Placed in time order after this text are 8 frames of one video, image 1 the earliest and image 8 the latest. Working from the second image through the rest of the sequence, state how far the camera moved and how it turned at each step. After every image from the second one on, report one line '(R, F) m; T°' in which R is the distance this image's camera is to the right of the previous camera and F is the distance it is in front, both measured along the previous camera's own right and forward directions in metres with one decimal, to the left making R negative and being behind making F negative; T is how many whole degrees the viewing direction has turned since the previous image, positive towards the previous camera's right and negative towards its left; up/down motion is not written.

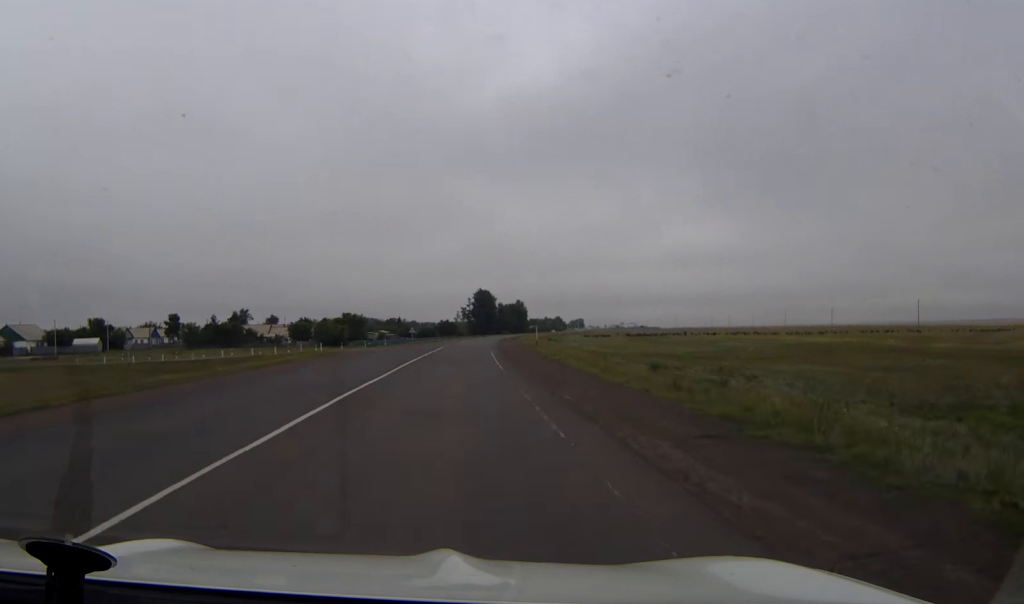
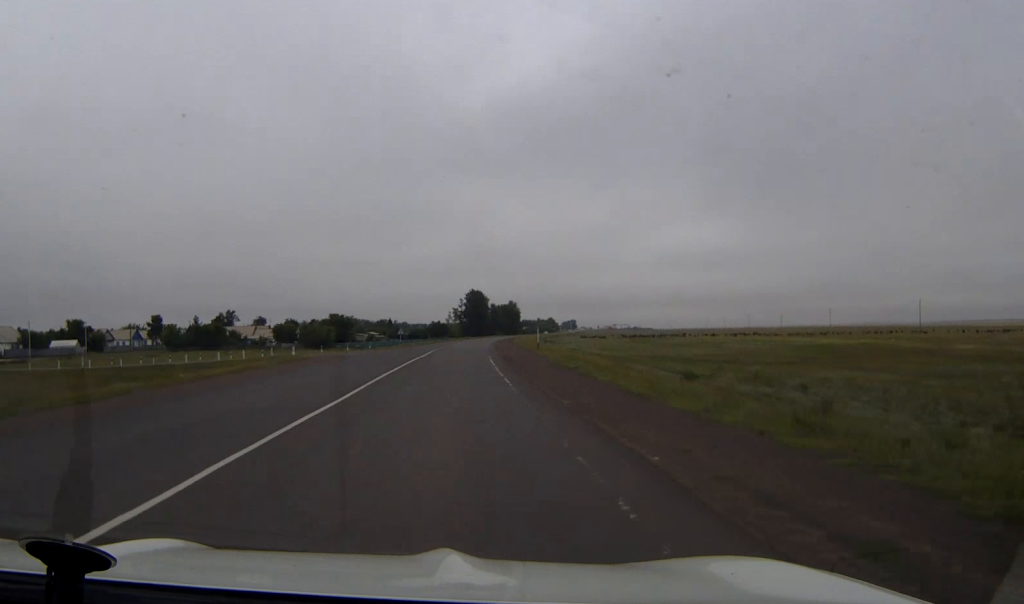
(0.0, +8.8) m; 0°
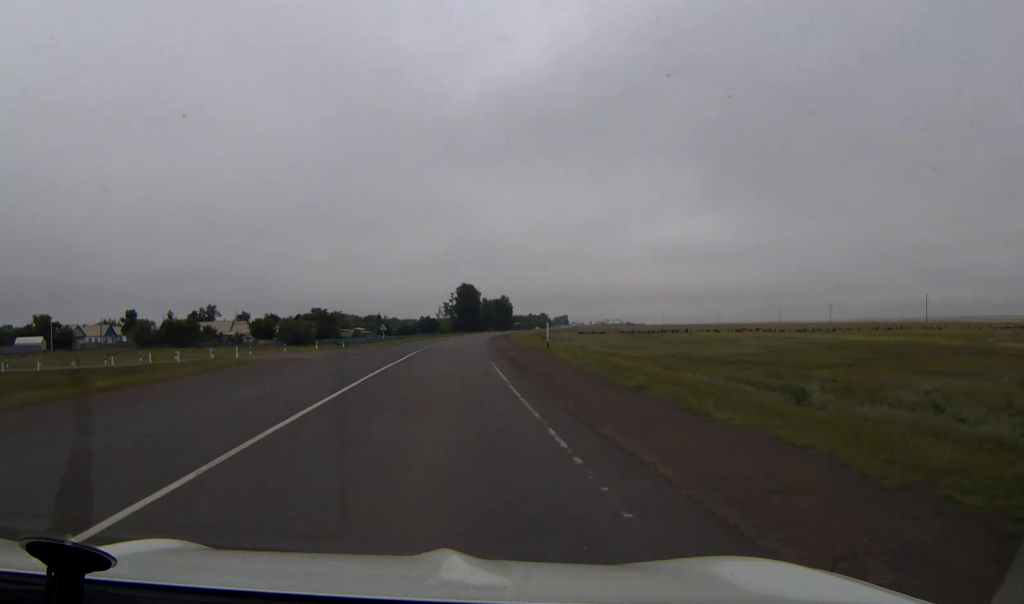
(0.0, +14.0) m; 0°
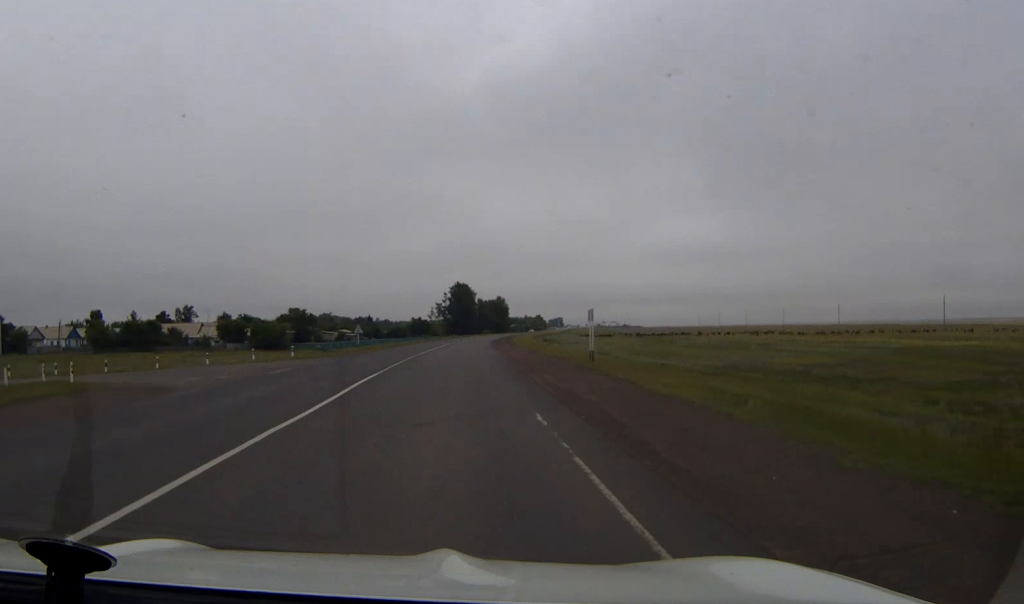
(+0.1, +21.5) m; +1°
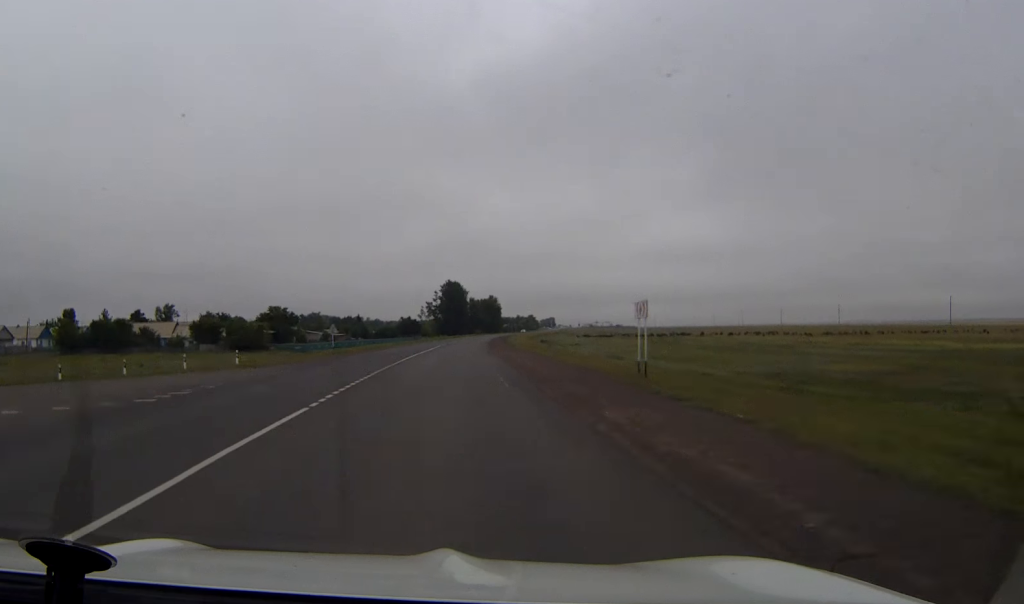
(+0.1, +12.4) m; 0°
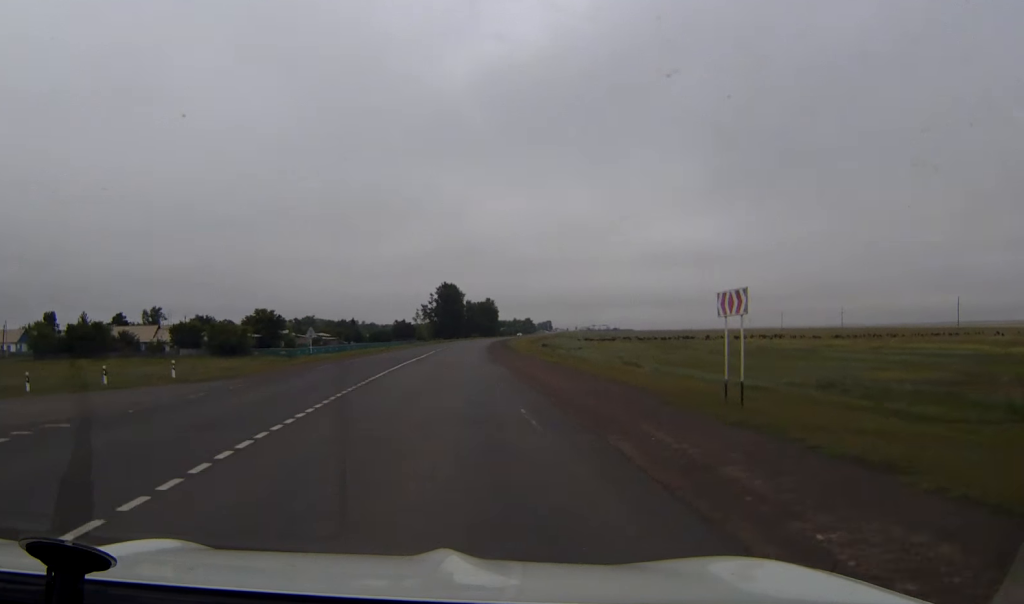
(0.0, +9.1) m; 0°
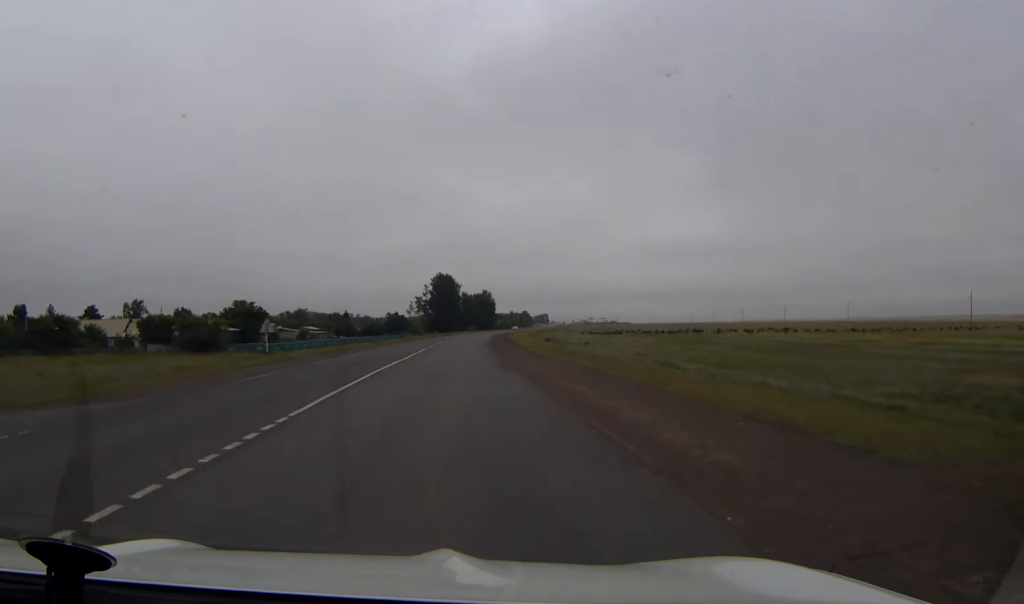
(0.0, +13.9) m; 0°
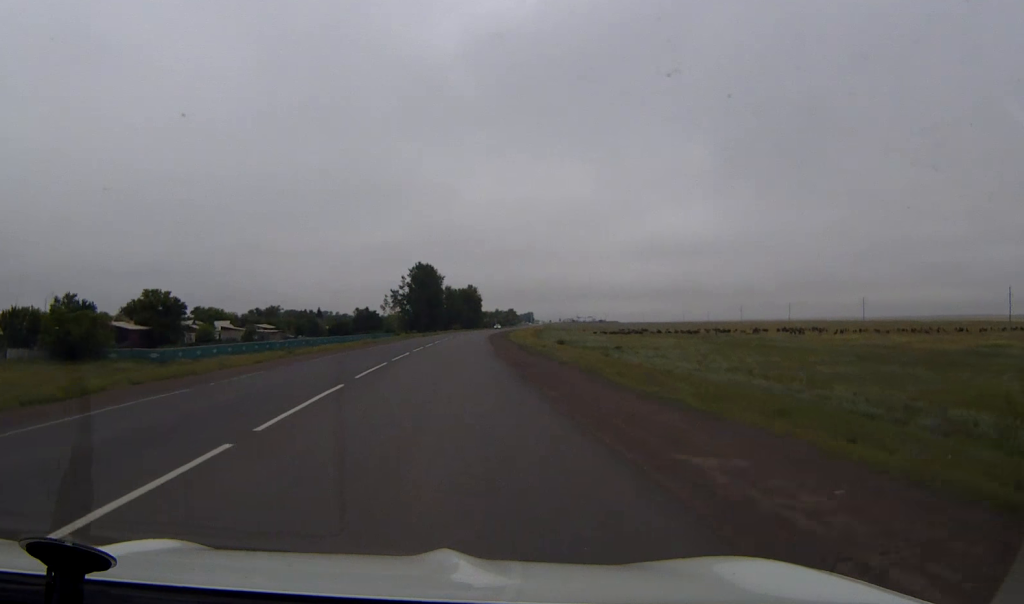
(+0.4, +39.6) m; +1°
